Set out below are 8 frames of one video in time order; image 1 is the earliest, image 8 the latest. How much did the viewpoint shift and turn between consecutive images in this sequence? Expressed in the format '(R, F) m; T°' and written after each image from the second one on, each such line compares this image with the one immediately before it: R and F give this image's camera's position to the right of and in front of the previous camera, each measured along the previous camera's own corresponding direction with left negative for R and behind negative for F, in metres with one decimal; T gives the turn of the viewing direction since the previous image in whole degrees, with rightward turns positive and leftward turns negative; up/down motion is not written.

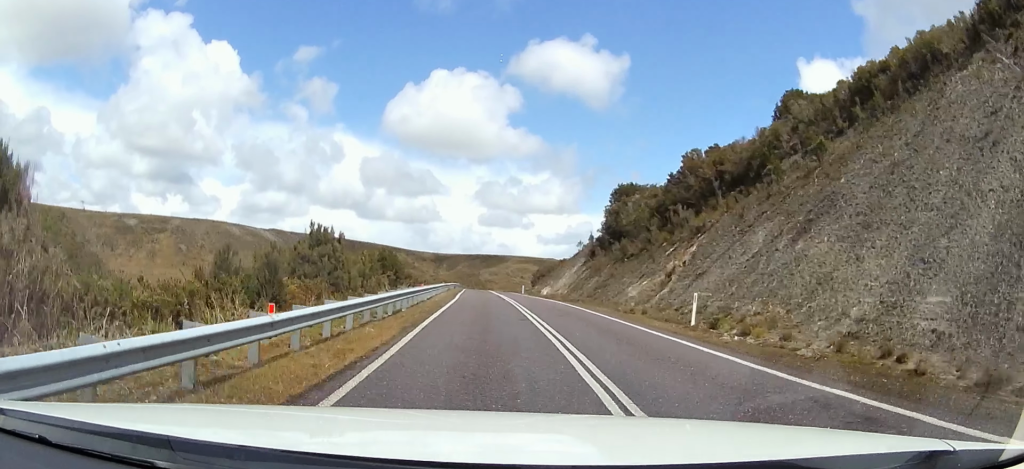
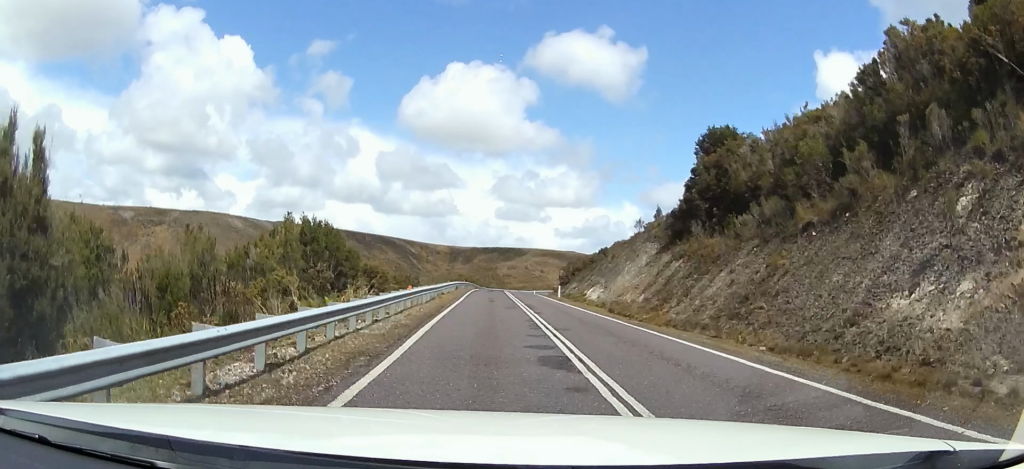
(-1.4, +25.9) m; -5°
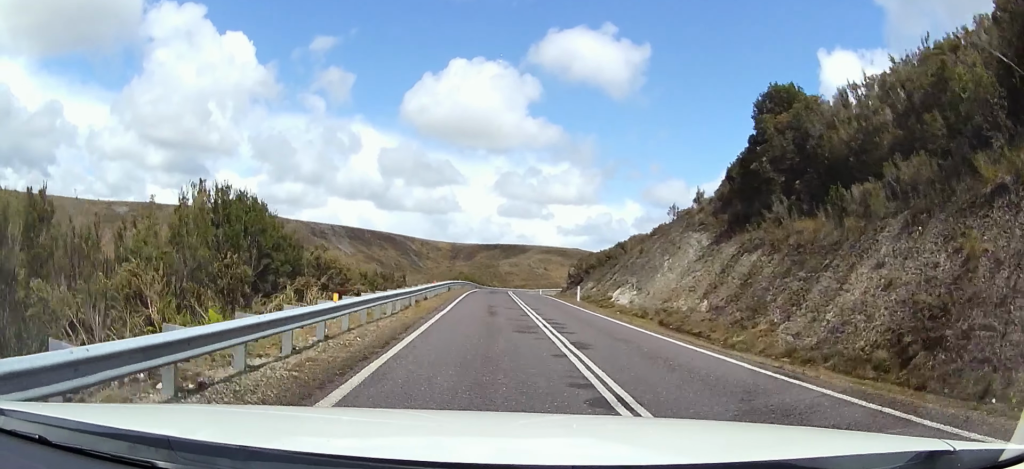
(-0.1, +10.6) m; +1°
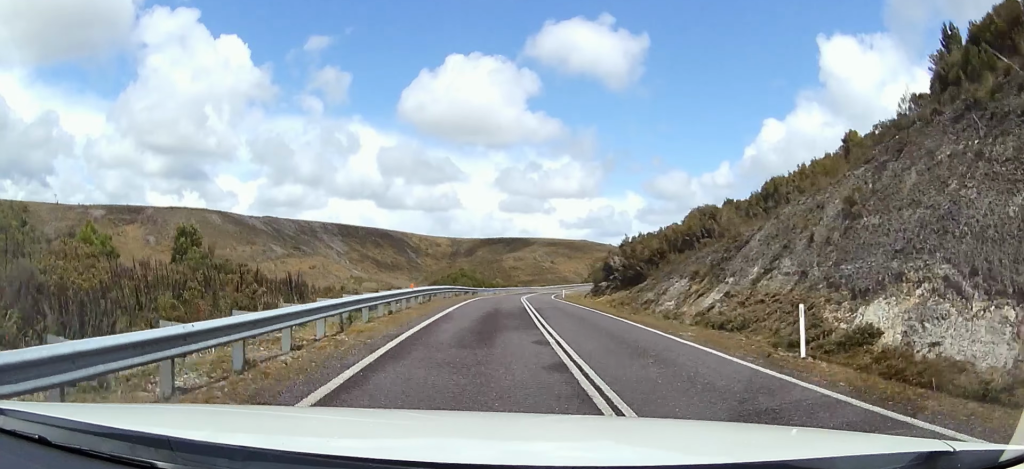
(+1.7, +29.8) m; +2°
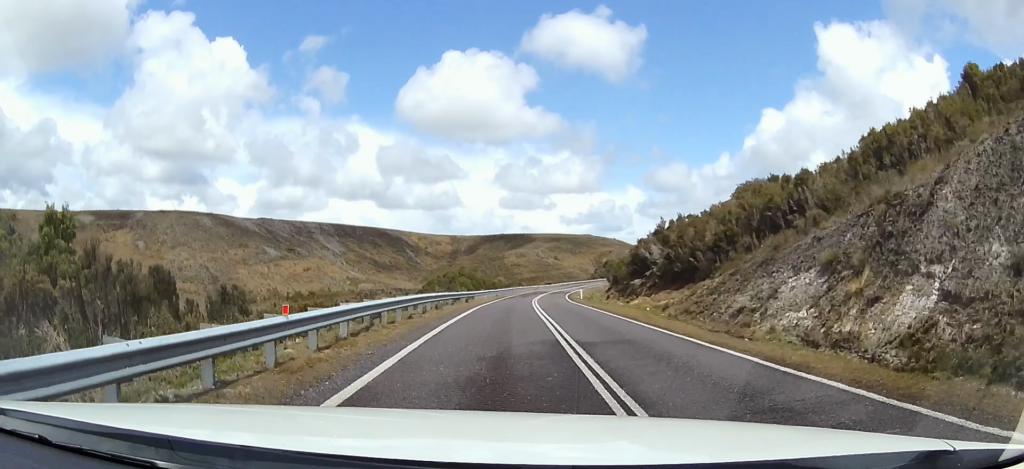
(-0.7, +13.3) m; 0°
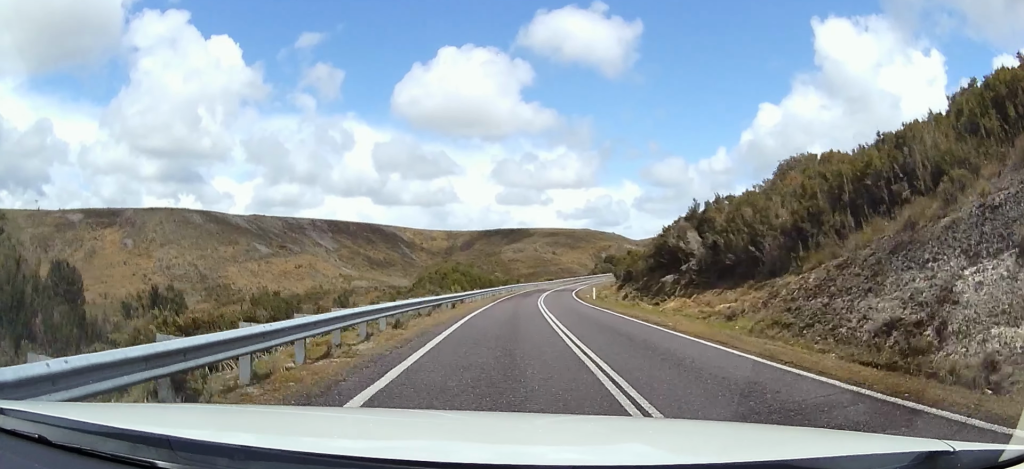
(-0.4, +9.3) m; 0°
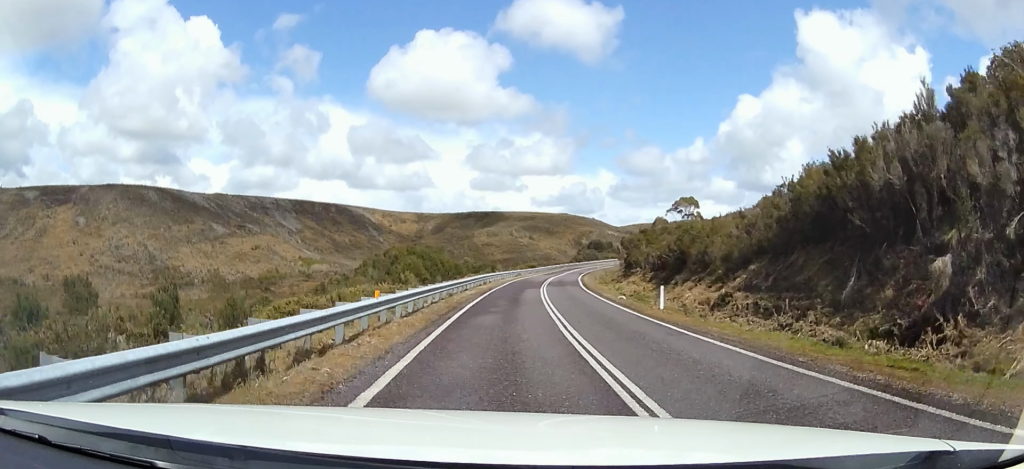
(+0.8, +25.9) m; 0°
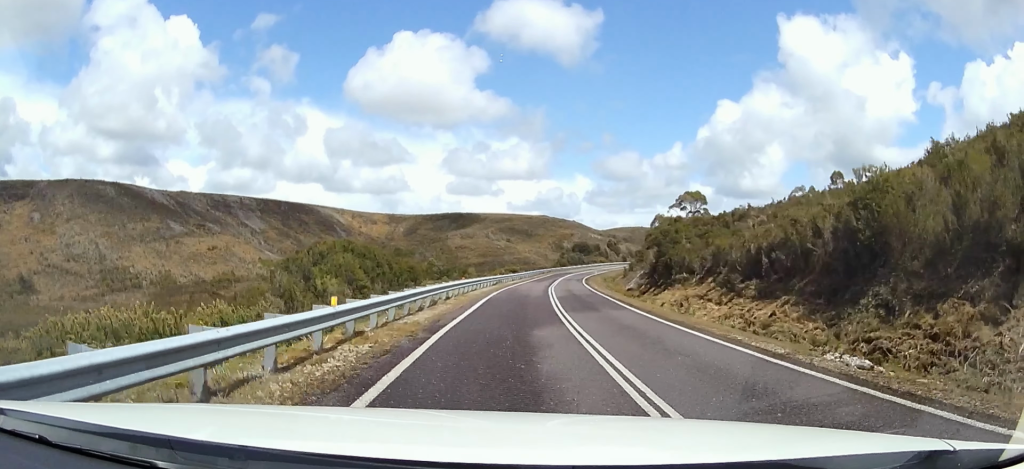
(-0.1, +23.4) m; +5°
